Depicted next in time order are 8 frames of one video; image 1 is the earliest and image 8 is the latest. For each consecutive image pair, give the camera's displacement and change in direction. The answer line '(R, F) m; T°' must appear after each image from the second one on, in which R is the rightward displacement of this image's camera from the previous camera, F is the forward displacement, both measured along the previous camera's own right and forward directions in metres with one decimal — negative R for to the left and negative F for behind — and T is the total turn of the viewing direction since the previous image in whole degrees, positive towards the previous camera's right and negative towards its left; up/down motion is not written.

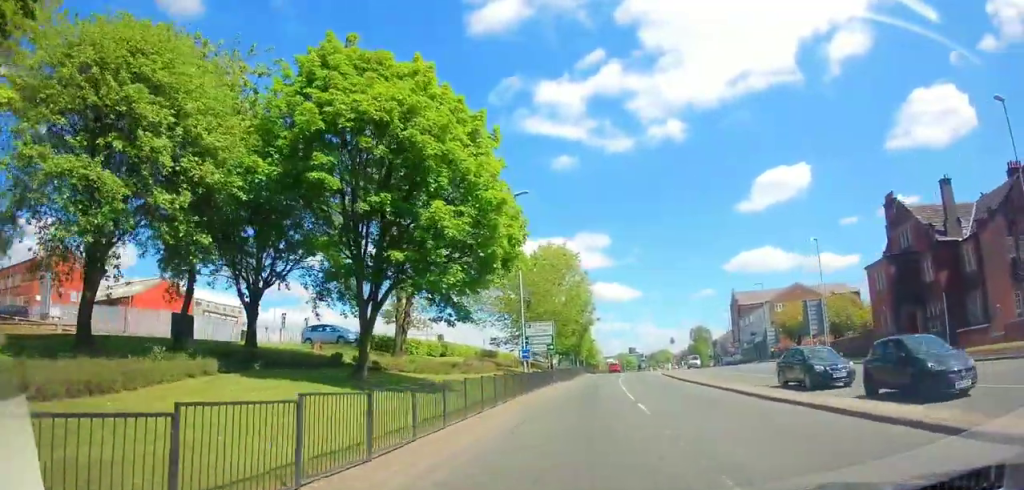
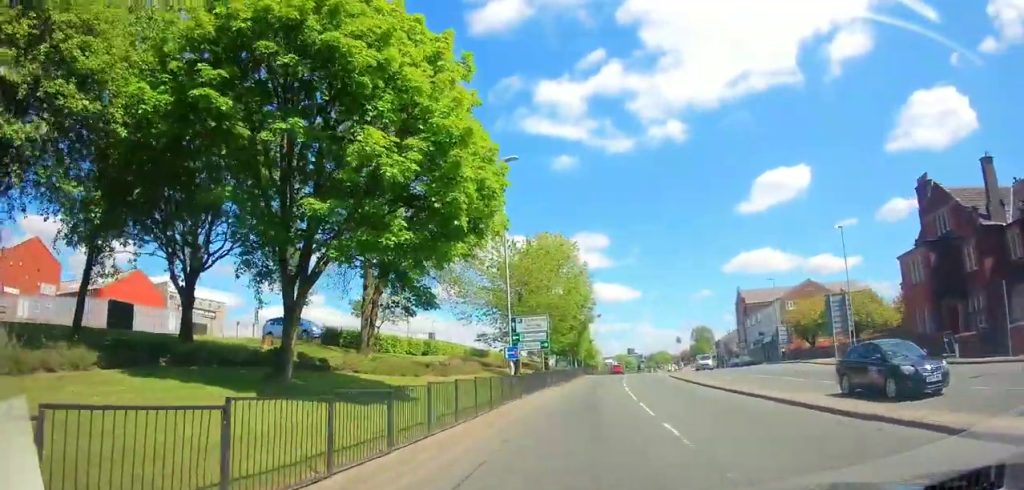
(0.0, +5.5) m; +1°
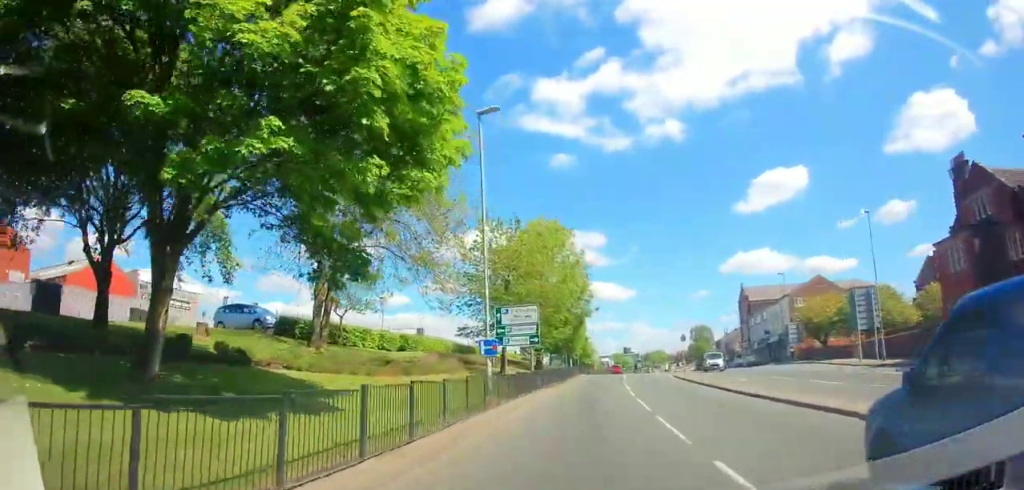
(0.0, +4.5) m; +1°
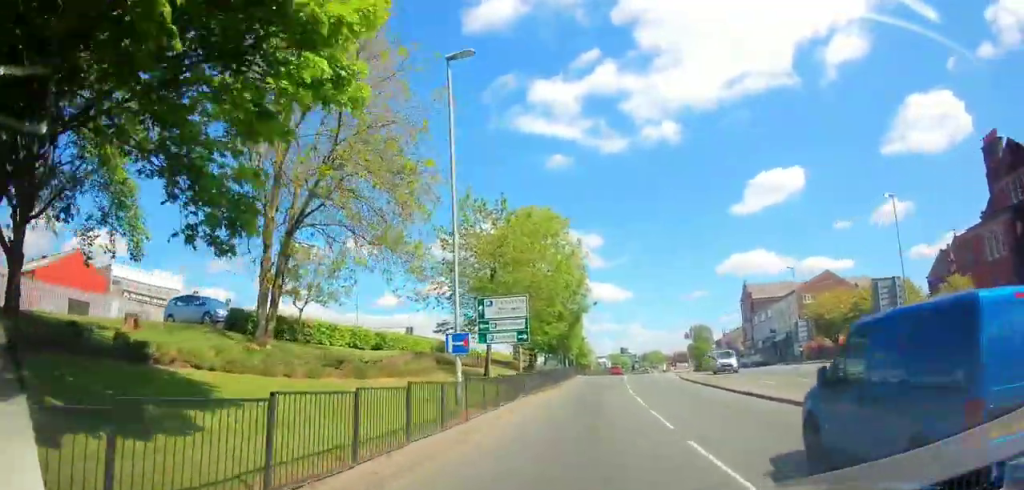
(0.0, +3.9) m; +1°
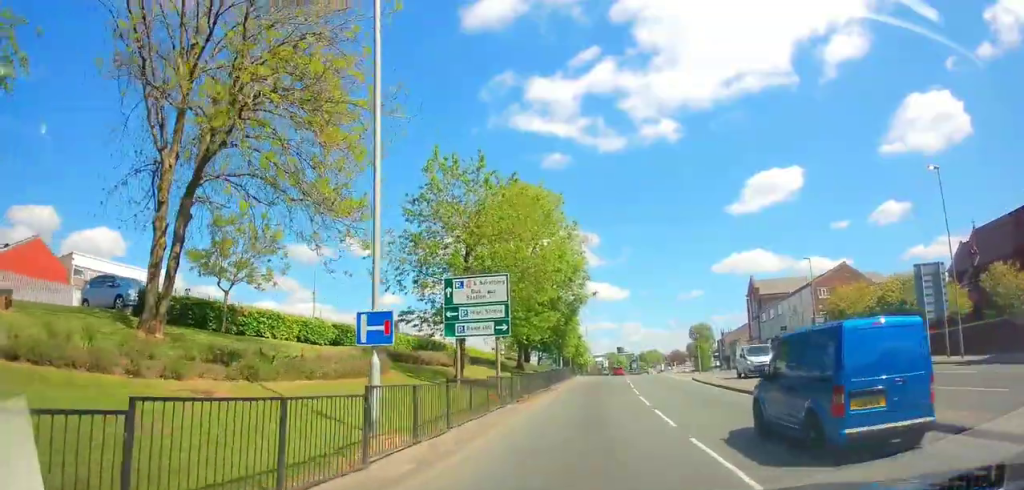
(0.0, +5.6) m; +1°
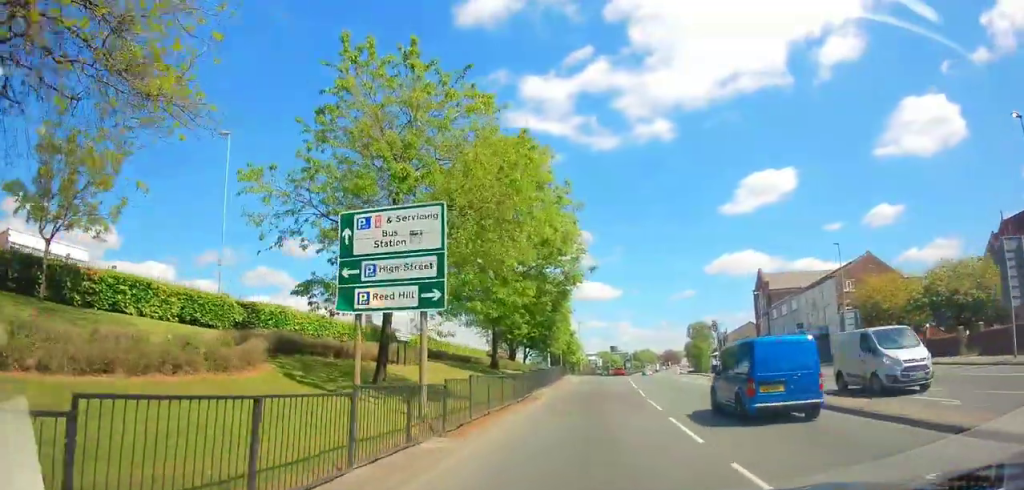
(+0.1, +9.0) m; +1°
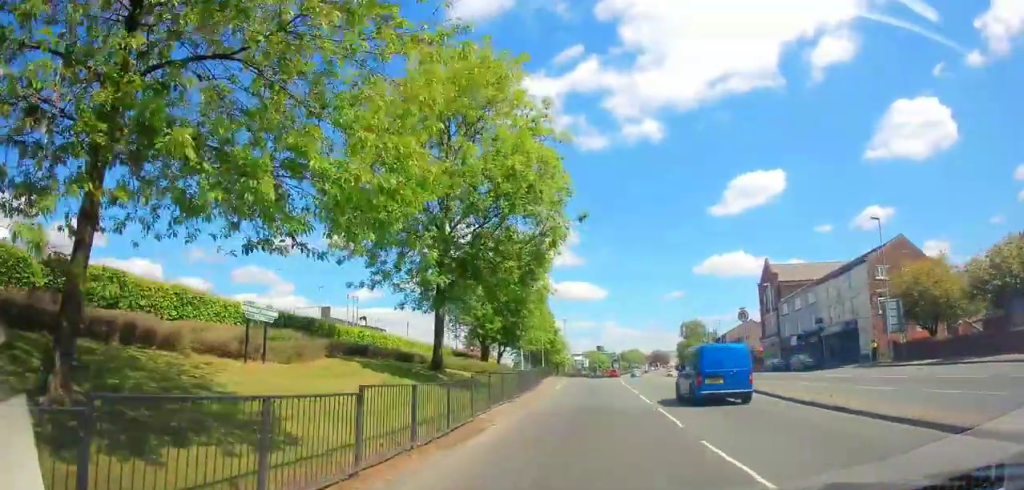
(+0.2, +9.0) m; +2°
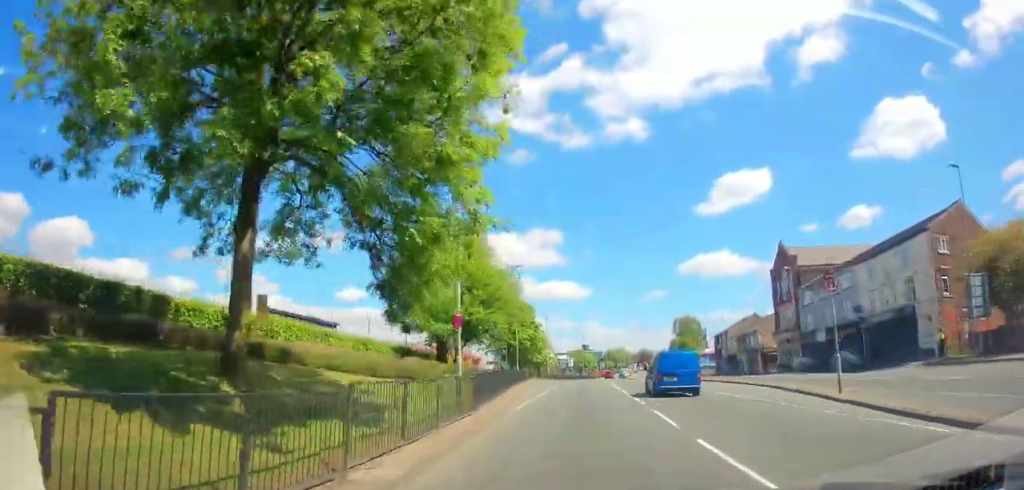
(+0.2, +11.8) m; 0°
